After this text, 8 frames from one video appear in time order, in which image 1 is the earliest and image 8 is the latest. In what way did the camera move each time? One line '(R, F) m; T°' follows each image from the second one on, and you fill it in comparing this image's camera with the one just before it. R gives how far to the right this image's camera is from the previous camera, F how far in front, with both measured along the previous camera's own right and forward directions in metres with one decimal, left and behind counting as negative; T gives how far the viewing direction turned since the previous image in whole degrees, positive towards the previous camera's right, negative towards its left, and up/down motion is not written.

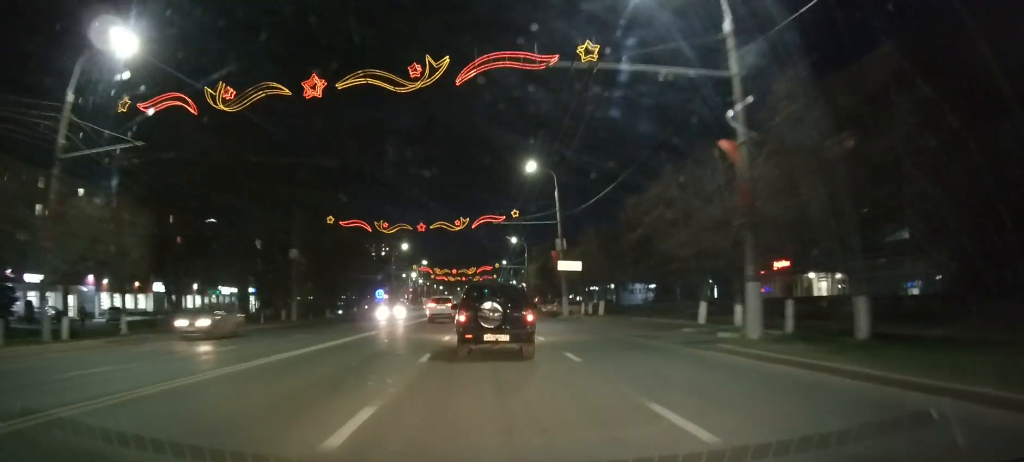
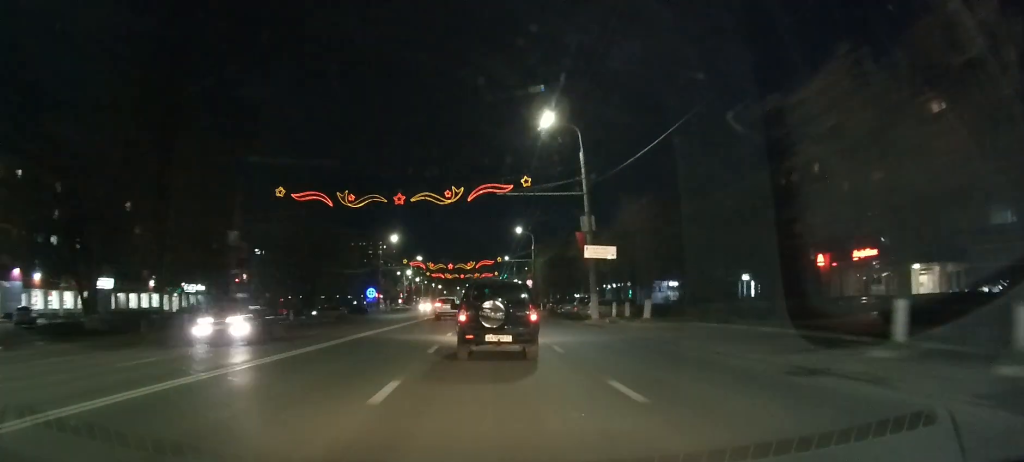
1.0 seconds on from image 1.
(0.0, +13.0) m; 0°
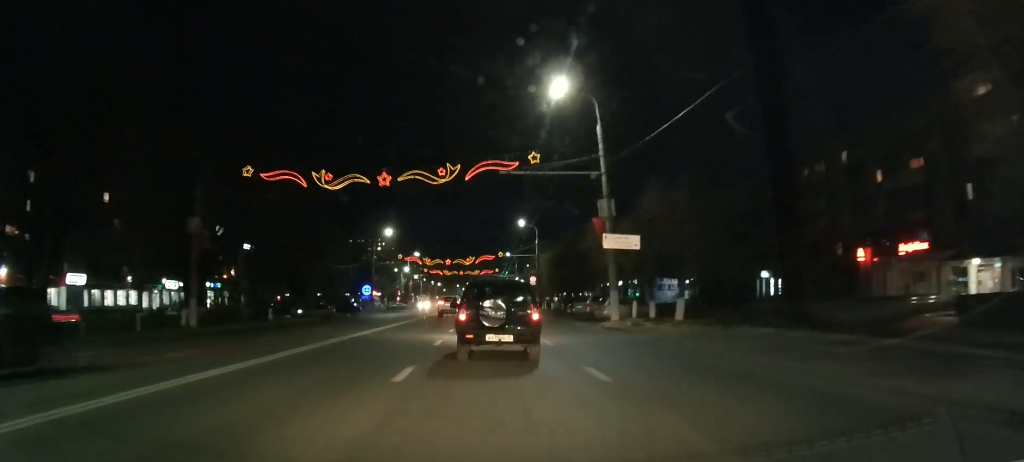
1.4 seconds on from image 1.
(0.0, +5.7) m; 0°
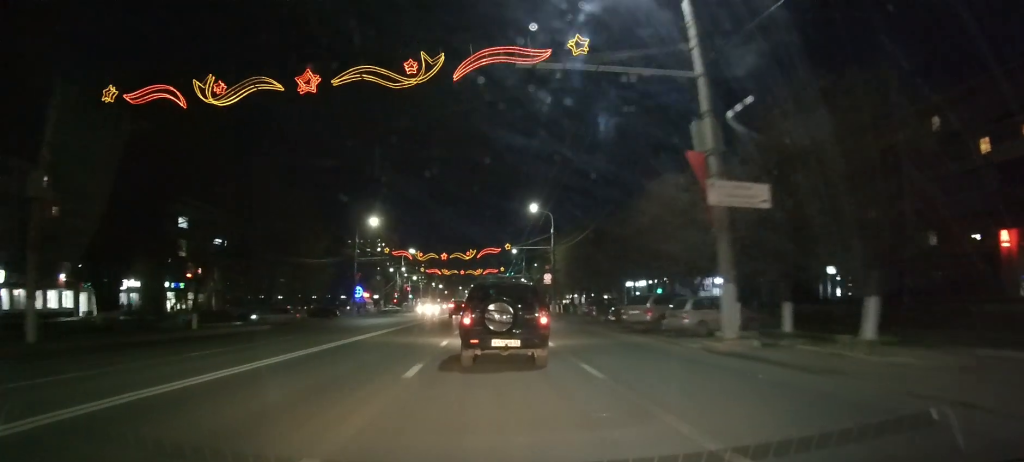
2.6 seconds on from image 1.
(0.0, +14.9) m; 0°
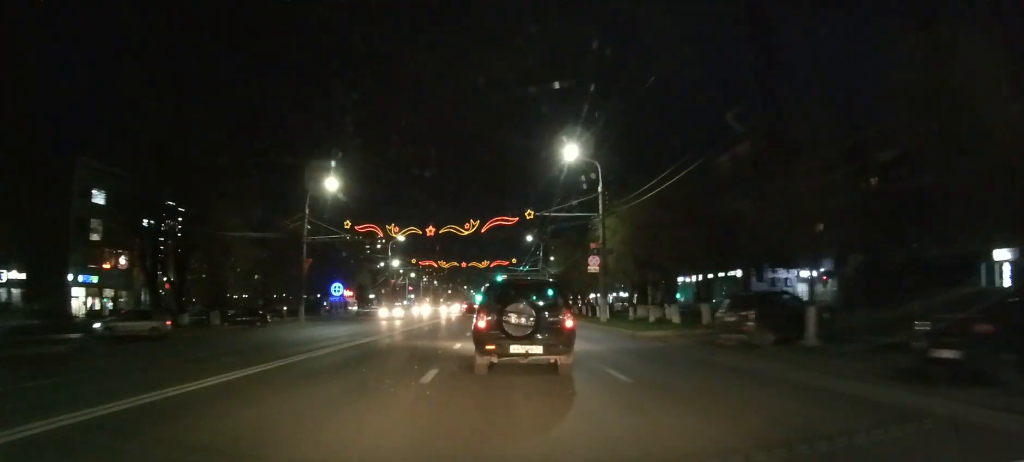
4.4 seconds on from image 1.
(-0.2, +24.5) m; -1°
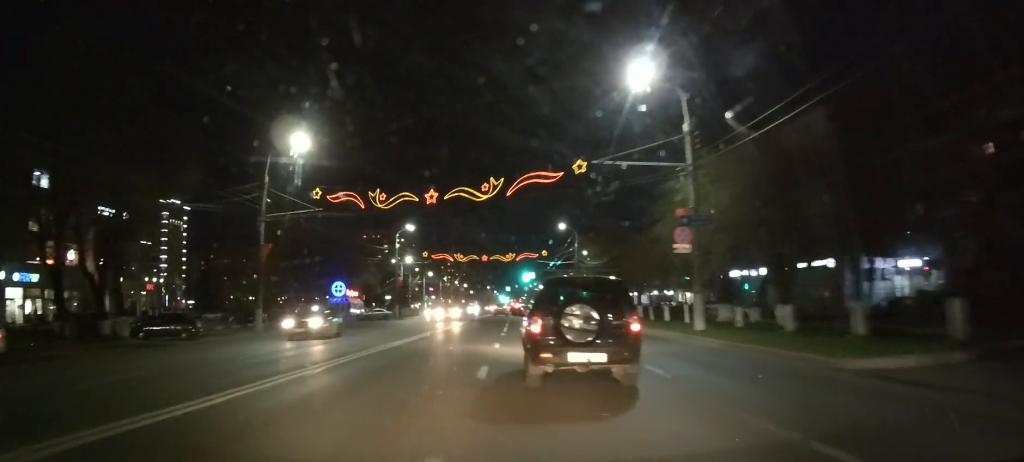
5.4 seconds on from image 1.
(-0.2, +15.1) m; -1°
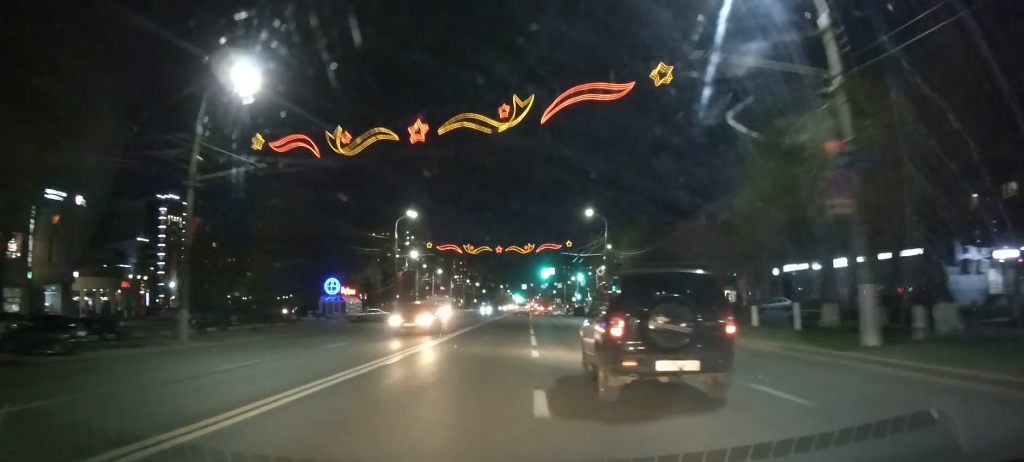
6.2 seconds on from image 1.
(-0.1, +11.8) m; 0°
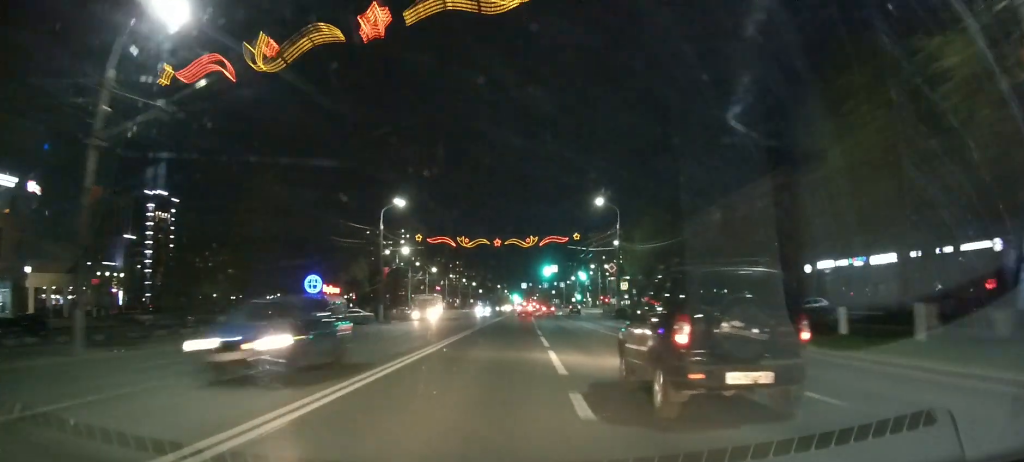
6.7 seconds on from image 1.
(0.0, +8.1) m; 0°
